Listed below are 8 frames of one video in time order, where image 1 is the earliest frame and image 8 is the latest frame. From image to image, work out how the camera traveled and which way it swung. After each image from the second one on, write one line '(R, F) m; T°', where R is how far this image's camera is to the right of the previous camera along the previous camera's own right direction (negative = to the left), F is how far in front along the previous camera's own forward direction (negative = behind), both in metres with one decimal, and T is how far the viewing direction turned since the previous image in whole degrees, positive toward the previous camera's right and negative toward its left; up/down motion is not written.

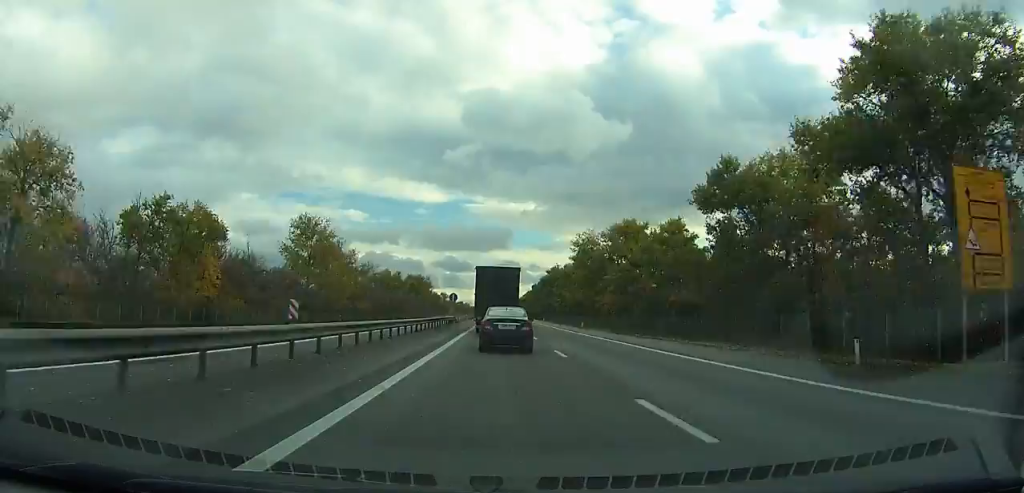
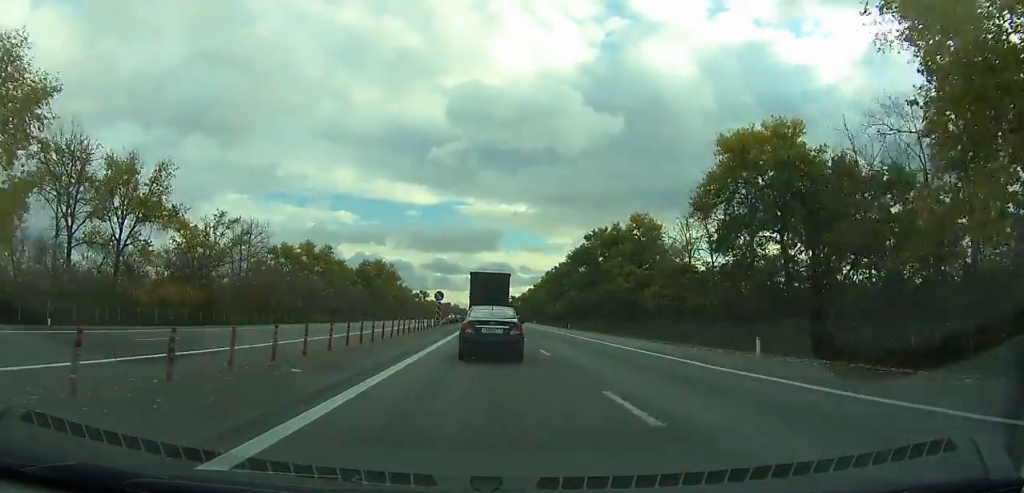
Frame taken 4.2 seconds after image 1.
(+0.2, +97.3) m; +1°
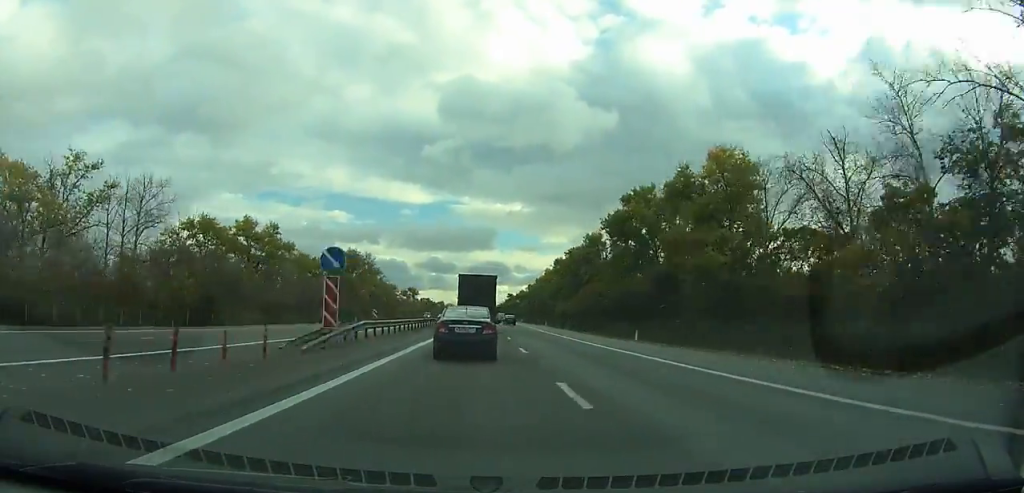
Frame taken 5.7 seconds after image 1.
(+0.3, +34.4) m; 0°
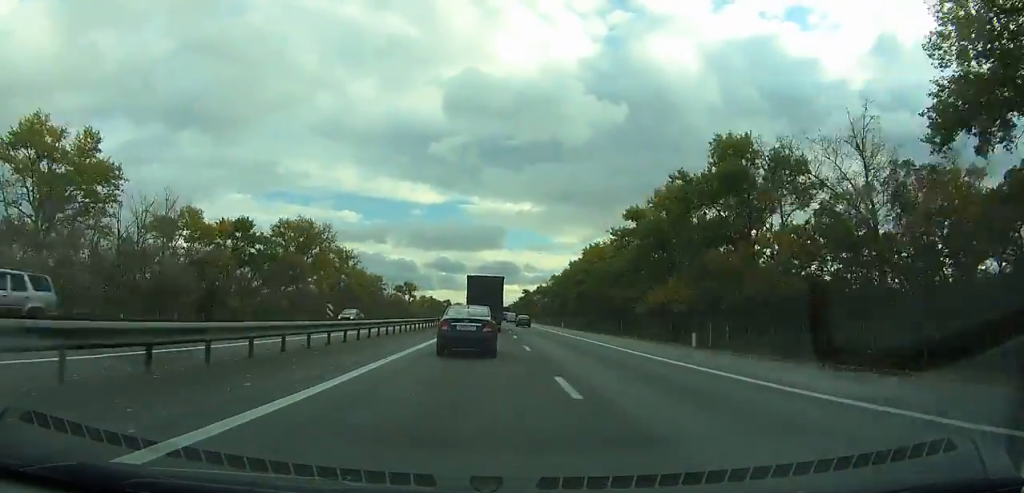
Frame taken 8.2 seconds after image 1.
(0.0, +58.0) m; 0°
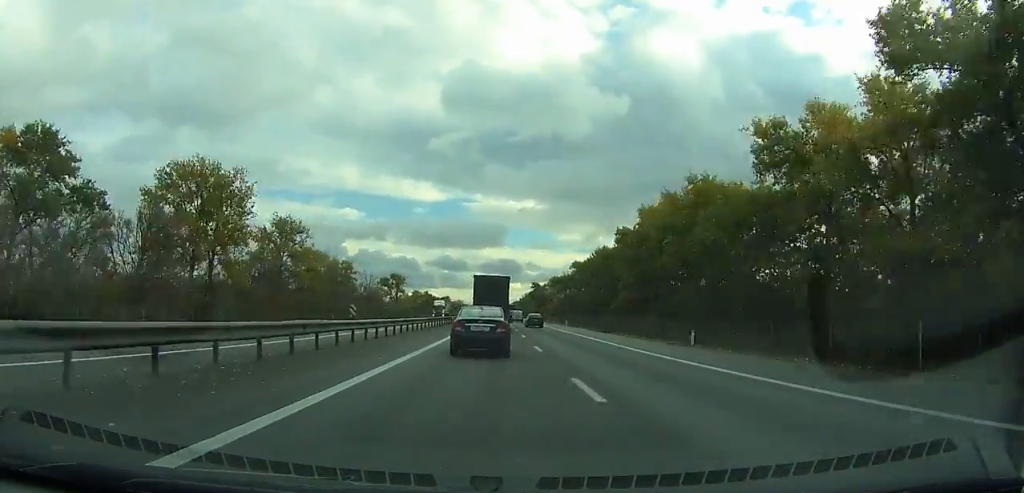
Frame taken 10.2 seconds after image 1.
(-0.1, +47.0) m; 0°
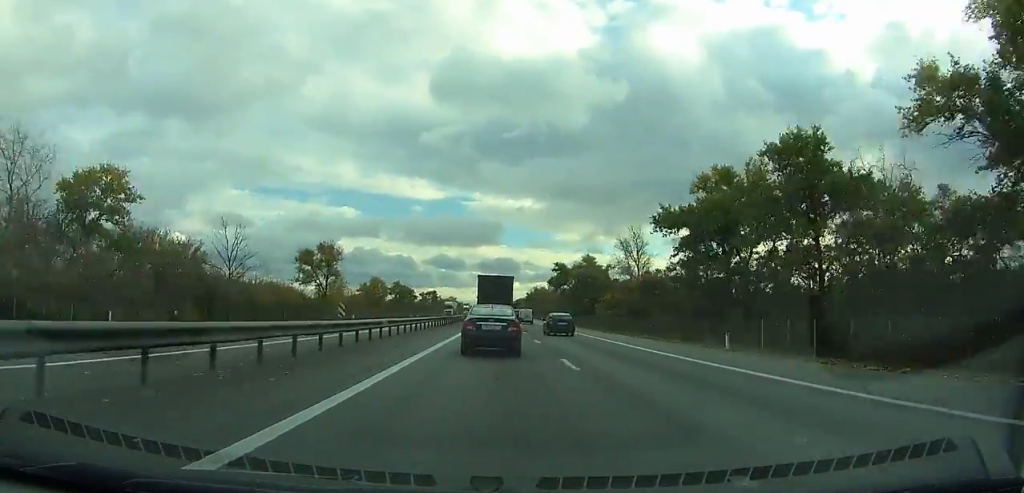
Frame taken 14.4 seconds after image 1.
(-0.5, +100.7) m; 0°
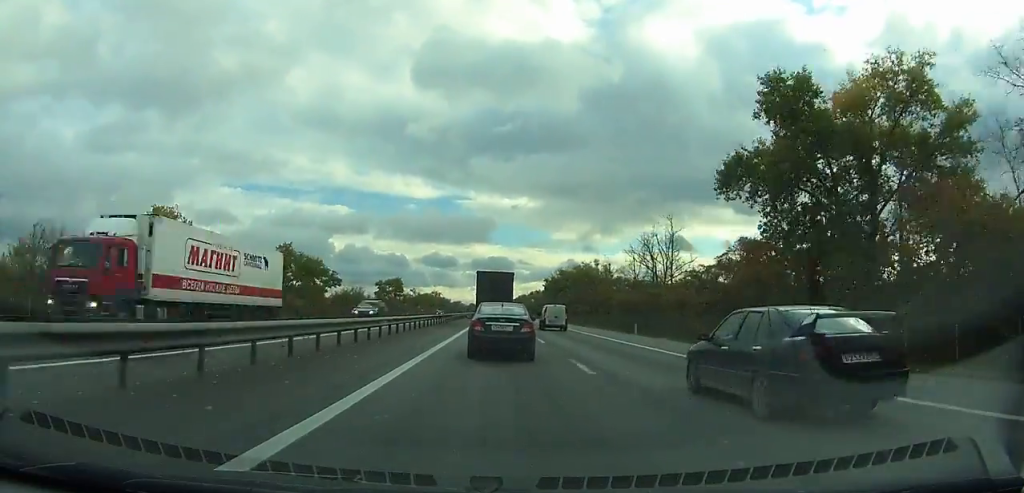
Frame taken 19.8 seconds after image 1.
(+0.1, +131.2) m; 0°
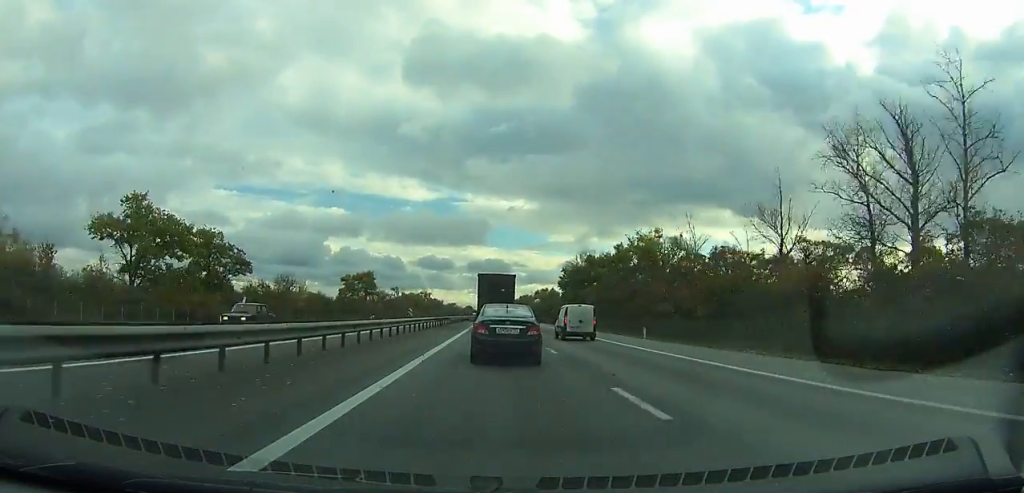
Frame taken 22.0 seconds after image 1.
(0.0, +53.7) m; 0°
